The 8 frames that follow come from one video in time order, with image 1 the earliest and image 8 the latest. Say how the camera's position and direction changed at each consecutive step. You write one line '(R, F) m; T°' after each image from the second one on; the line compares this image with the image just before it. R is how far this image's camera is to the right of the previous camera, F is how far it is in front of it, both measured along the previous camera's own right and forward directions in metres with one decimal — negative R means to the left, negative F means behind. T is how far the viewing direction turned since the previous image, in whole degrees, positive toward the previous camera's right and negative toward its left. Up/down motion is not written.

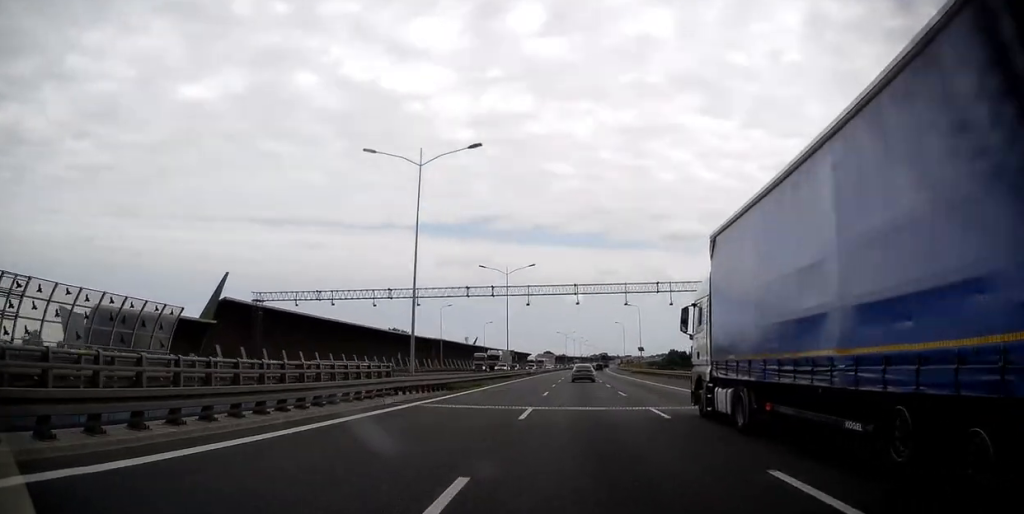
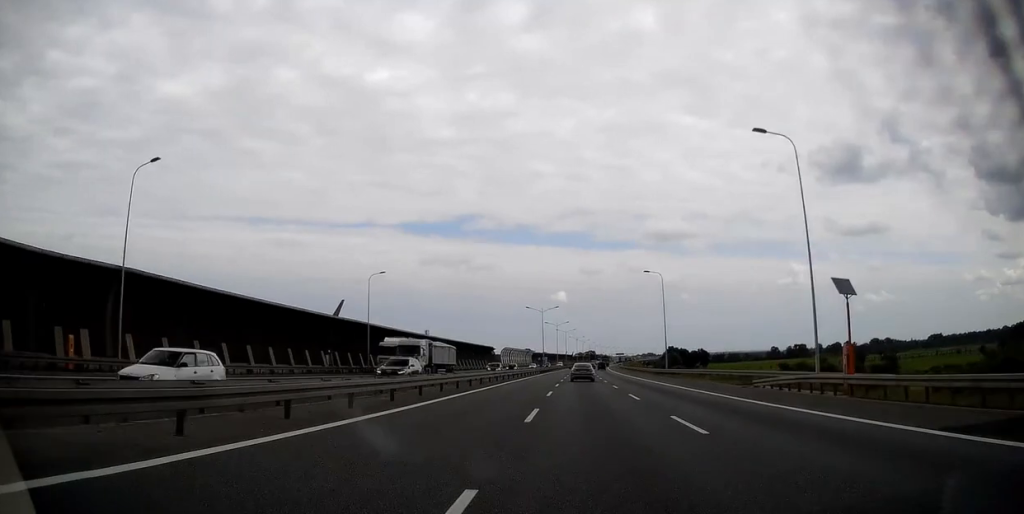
(+1.1, +84.9) m; +2°
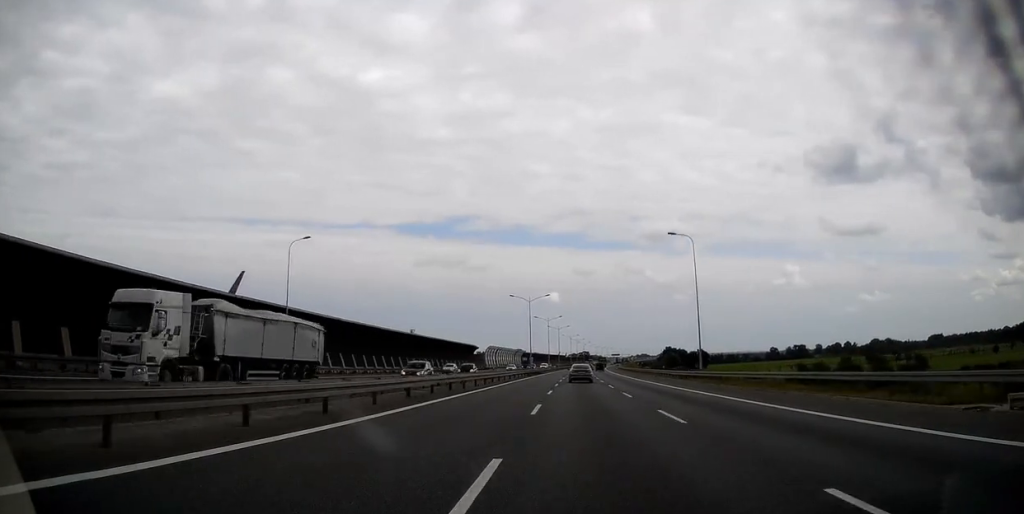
(+0.2, +21.8) m; 0°
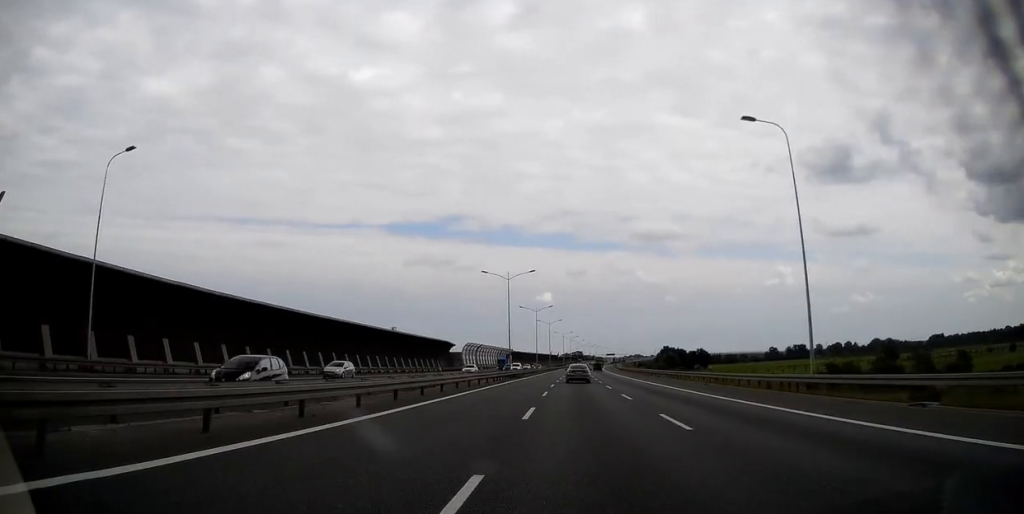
(+0.1, +25.3) m; 0°
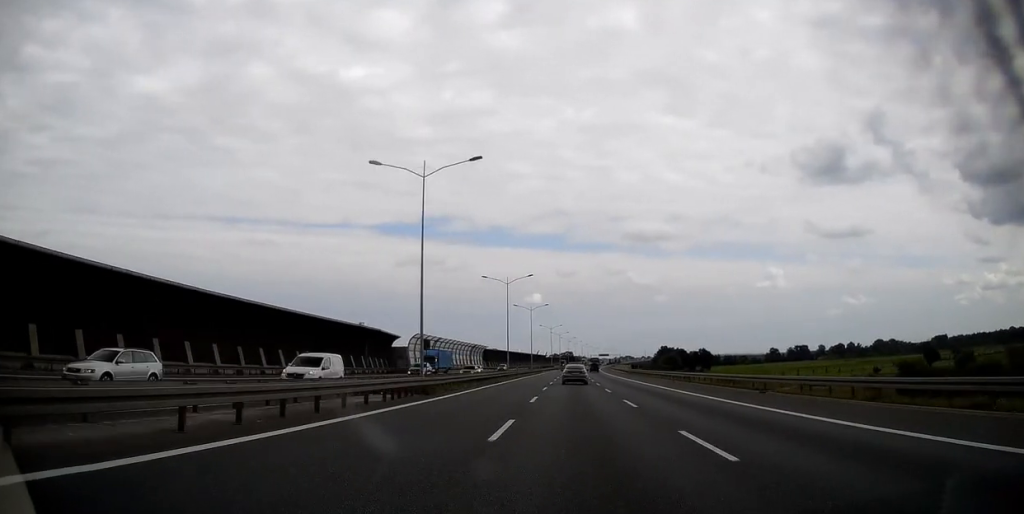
(+0.1, +40.5) m; +1°
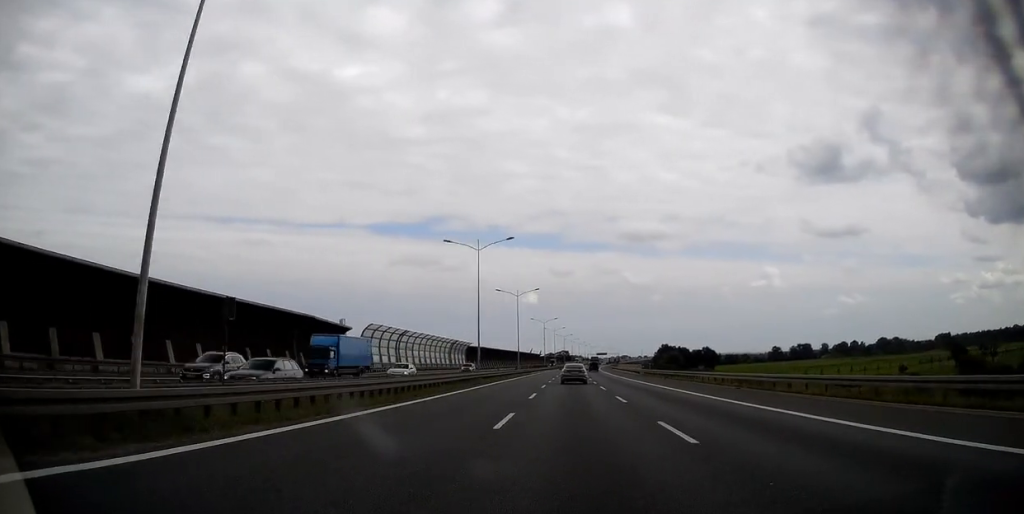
(+0.1, +22.0) m; +1°
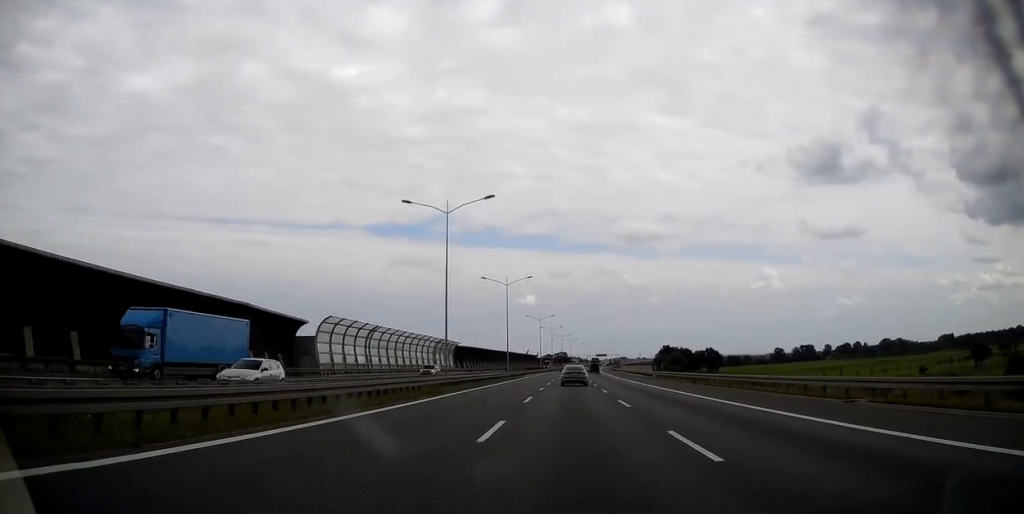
(+0.1, +14.0) m; 0°
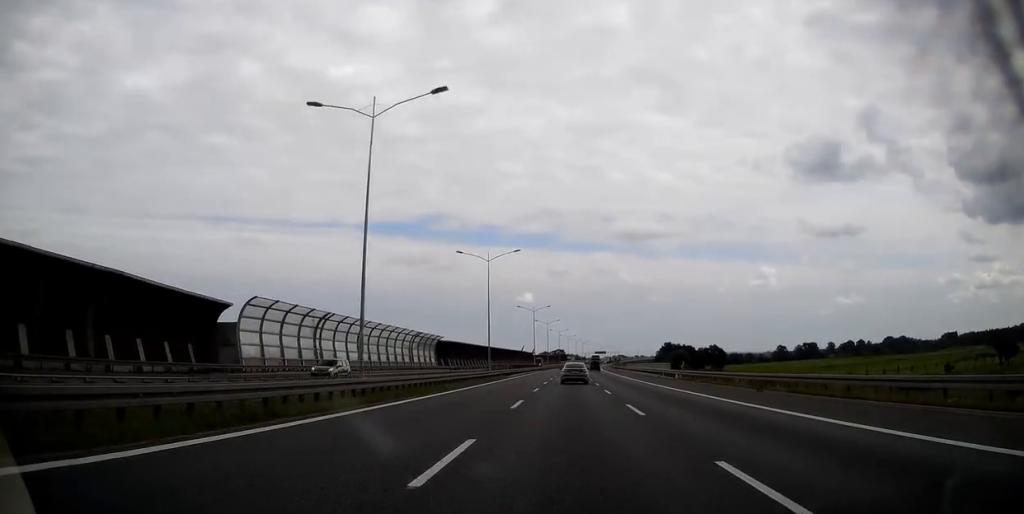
(0.0, +15.1) m; 0°
